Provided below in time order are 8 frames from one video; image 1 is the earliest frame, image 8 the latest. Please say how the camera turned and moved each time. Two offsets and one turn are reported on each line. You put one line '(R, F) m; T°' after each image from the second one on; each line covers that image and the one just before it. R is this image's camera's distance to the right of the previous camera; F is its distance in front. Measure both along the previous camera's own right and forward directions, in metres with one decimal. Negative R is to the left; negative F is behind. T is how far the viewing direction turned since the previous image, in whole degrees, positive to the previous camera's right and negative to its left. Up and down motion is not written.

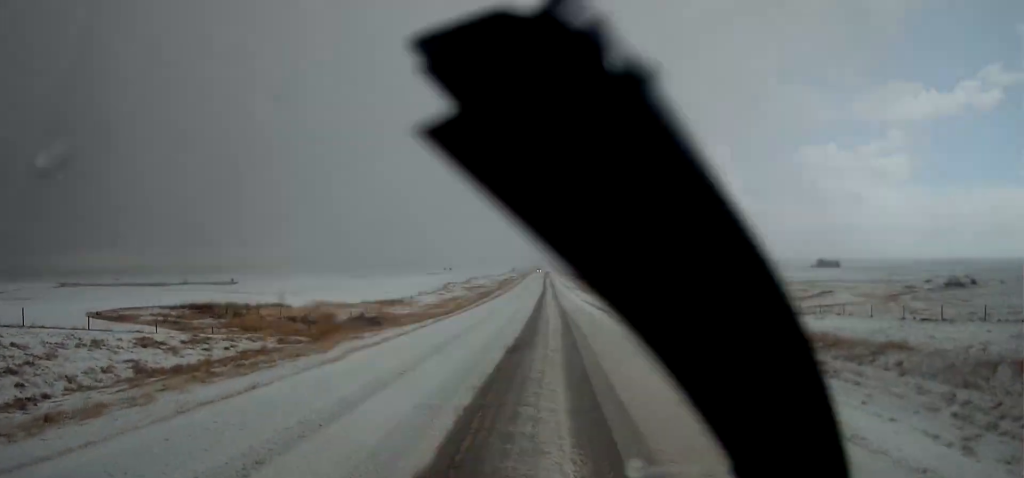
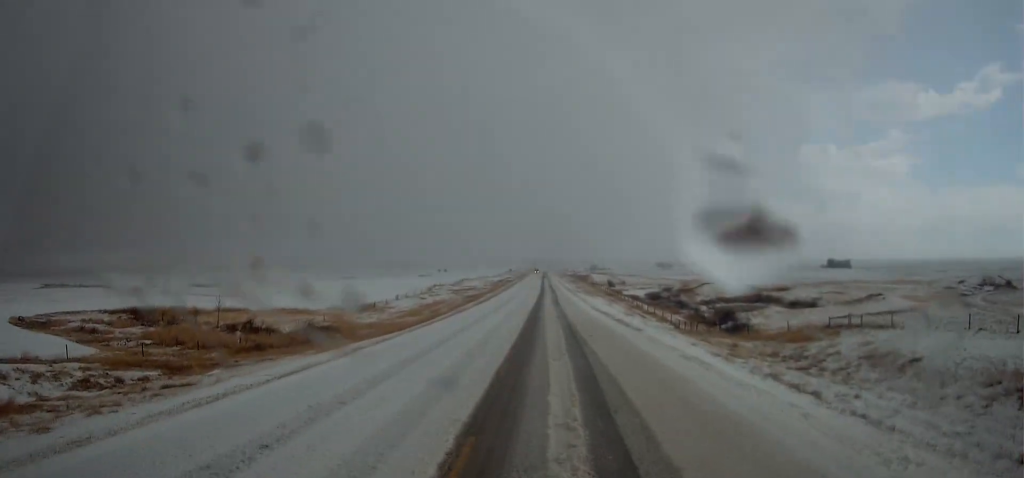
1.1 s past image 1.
(0.0, +20.5) m; 0°
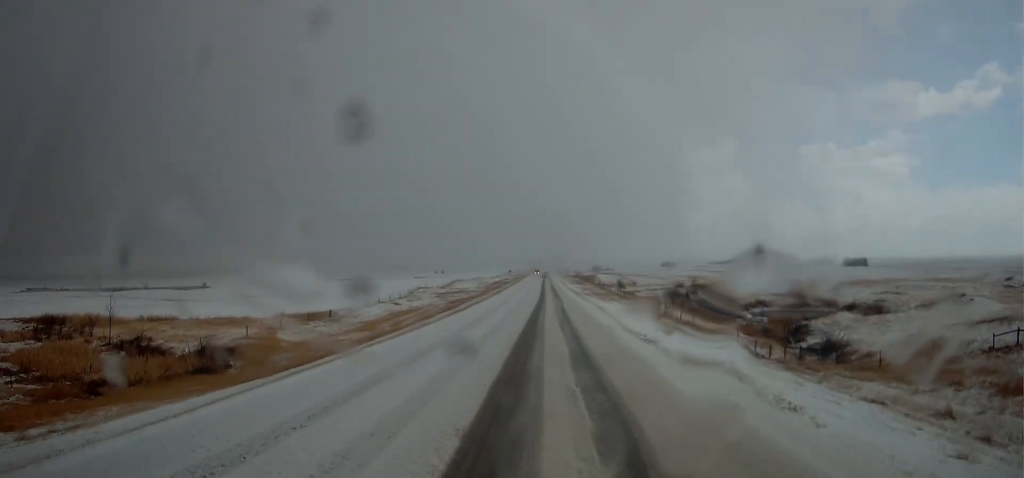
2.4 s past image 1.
(0.0, +24.6) m; 0°
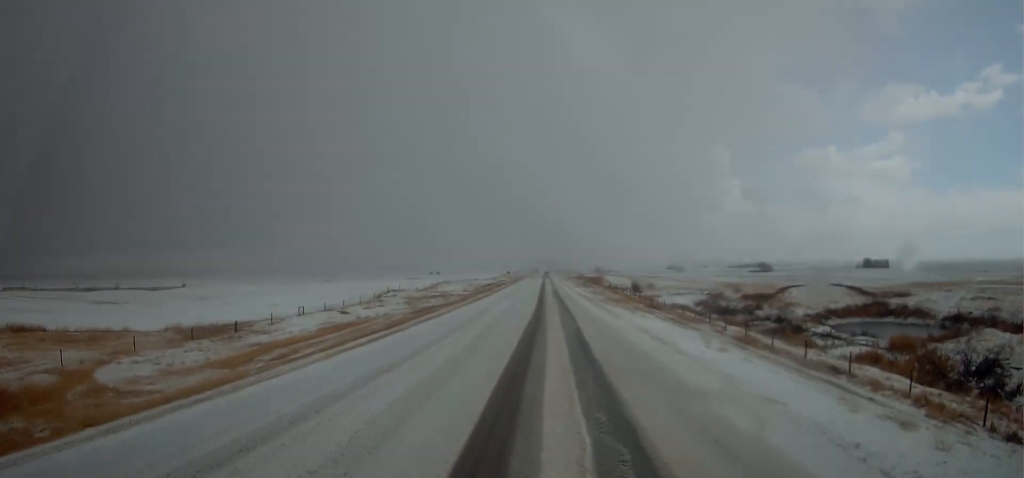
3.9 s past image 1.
(0.0, +29.1) m; 0°
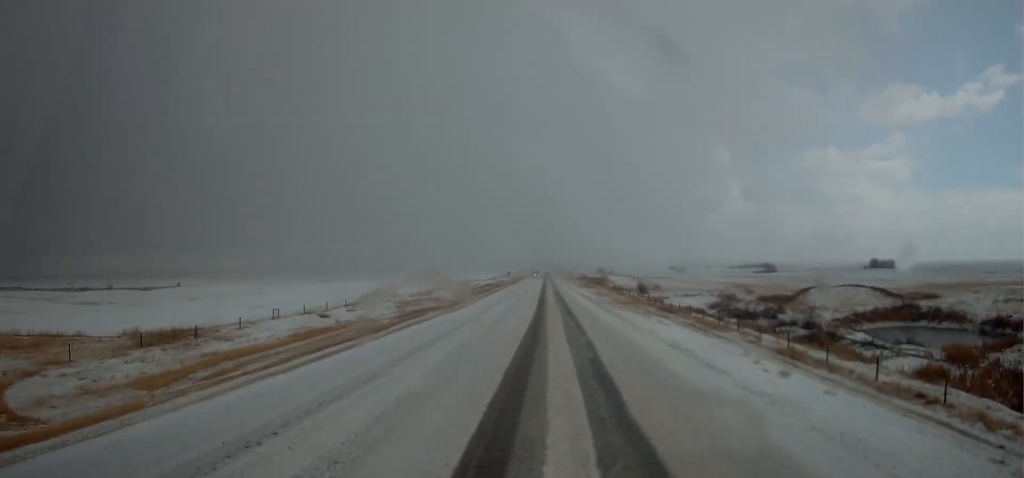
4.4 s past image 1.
(0.0, +8.2) m; 0°
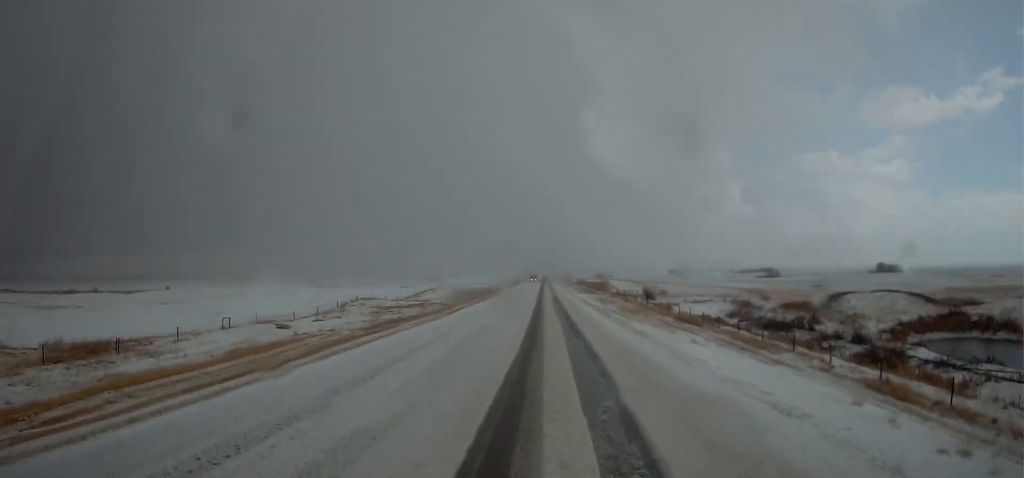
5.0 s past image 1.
(-0.1, +11.6) m; +1°
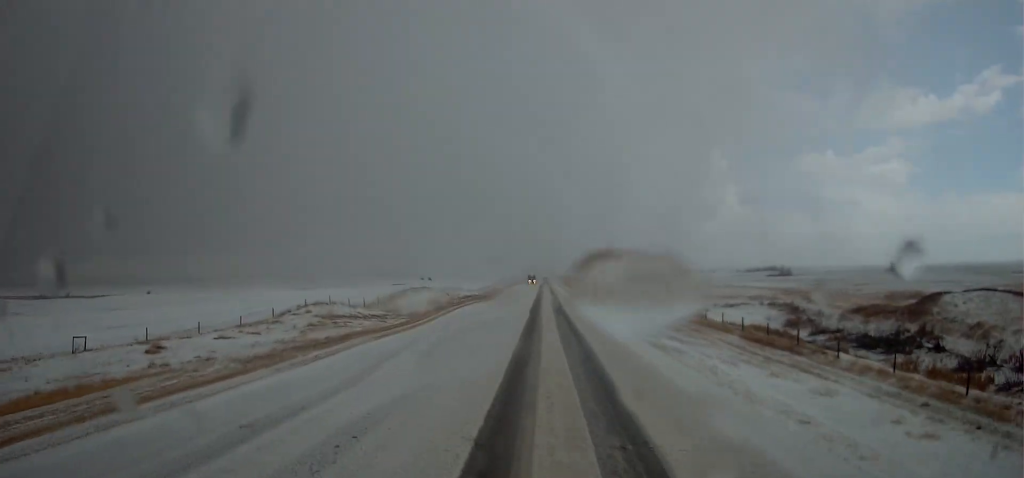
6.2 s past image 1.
(+0.4, +23.0) m; 0°
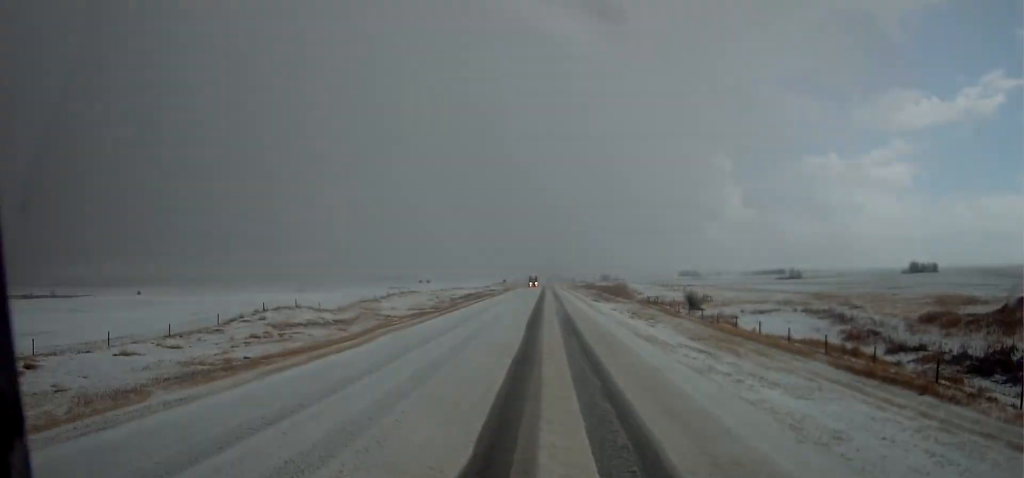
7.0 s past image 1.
(-0.3, +14.4) m; -1°
